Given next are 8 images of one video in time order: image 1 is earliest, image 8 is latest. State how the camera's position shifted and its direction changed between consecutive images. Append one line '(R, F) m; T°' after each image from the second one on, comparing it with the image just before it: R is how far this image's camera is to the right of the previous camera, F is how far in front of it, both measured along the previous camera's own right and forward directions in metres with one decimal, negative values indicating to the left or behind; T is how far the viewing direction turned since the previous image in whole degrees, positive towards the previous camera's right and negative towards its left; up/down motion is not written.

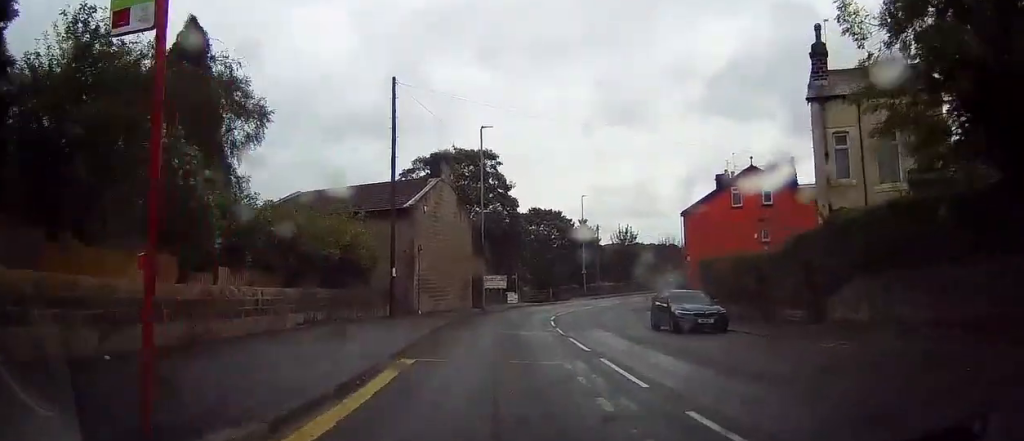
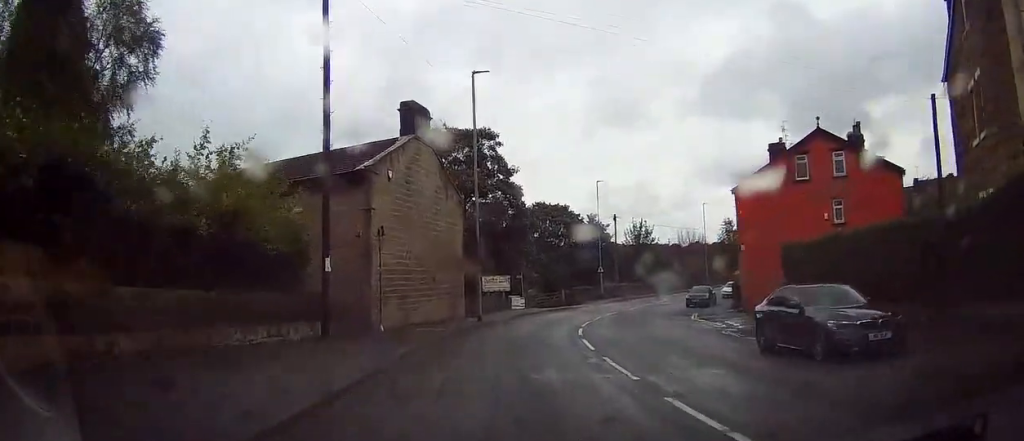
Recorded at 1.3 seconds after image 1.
(-0.1, +10.4) m; +1°
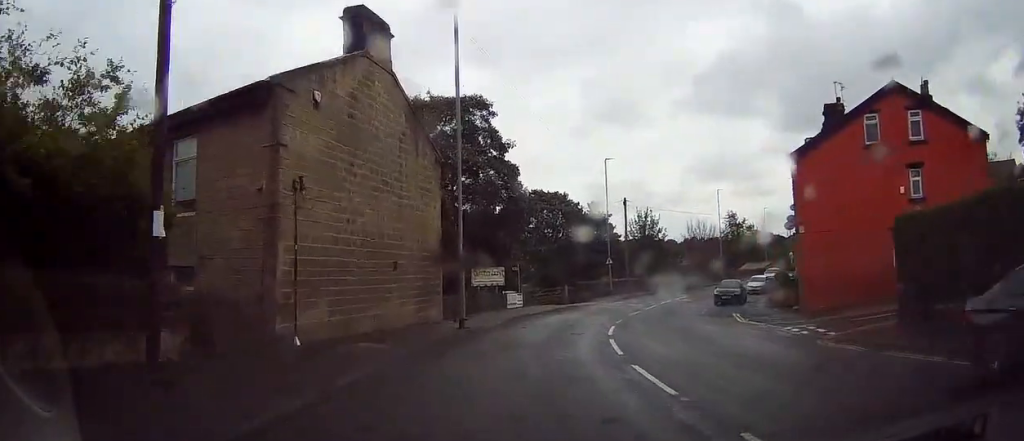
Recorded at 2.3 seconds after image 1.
(+0.2, +8.2) m; +2°
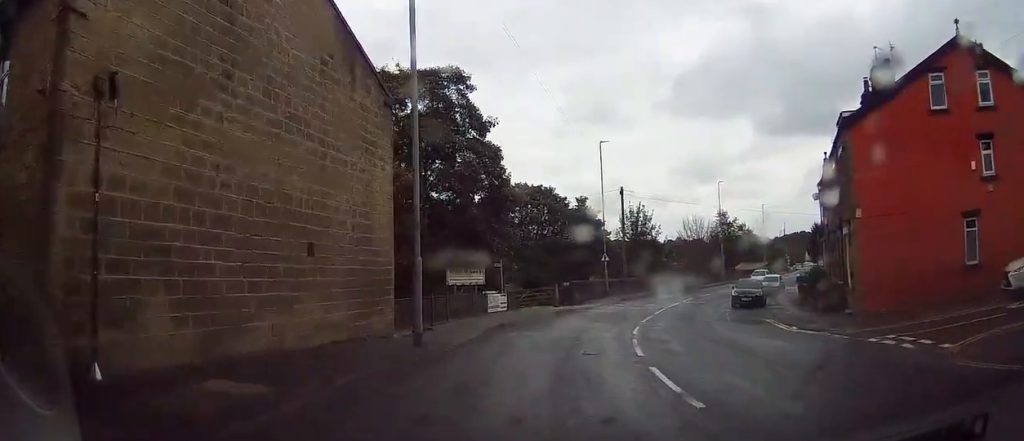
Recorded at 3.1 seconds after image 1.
(0.0, +6.3) m; +1°
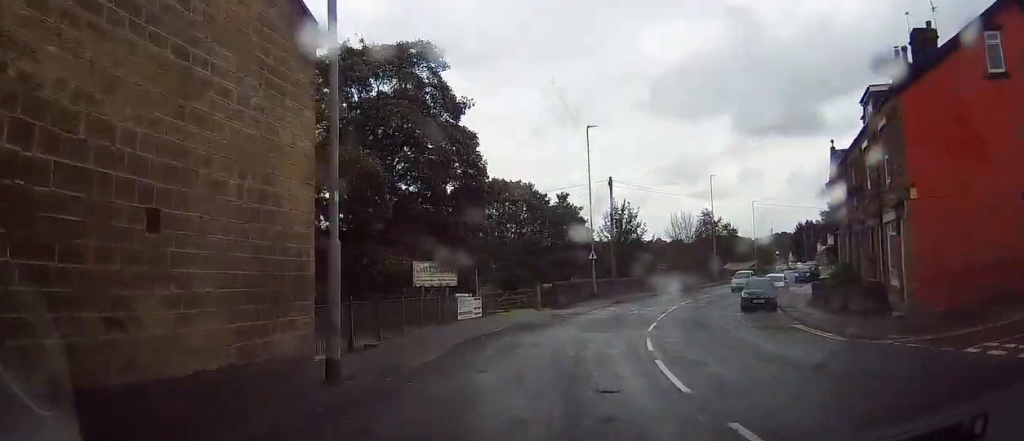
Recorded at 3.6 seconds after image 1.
(-0.1, +4.7) m; +3°
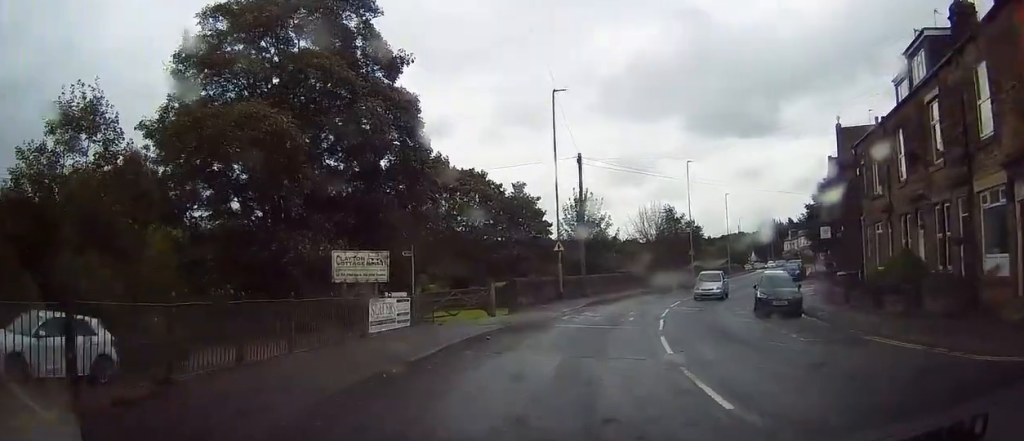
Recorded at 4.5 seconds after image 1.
(+0.5, +7.1) m; +4°
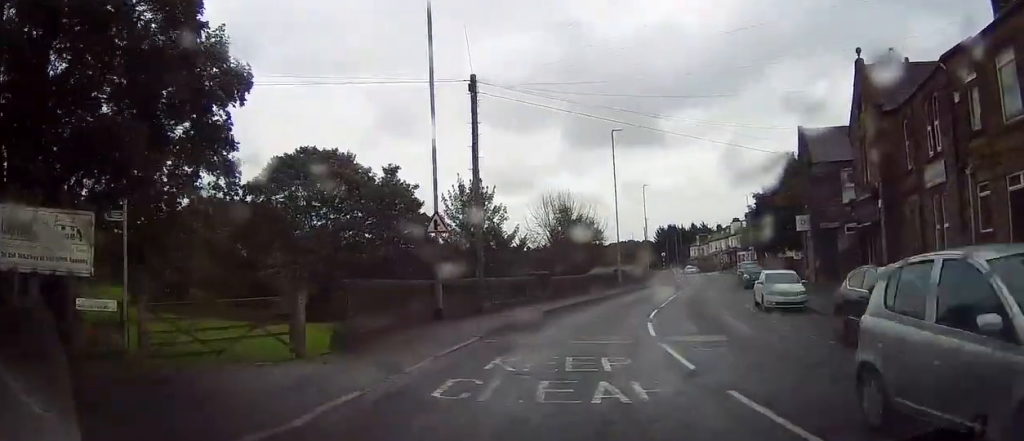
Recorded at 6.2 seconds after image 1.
(+0.5, +14.4) m; +5°
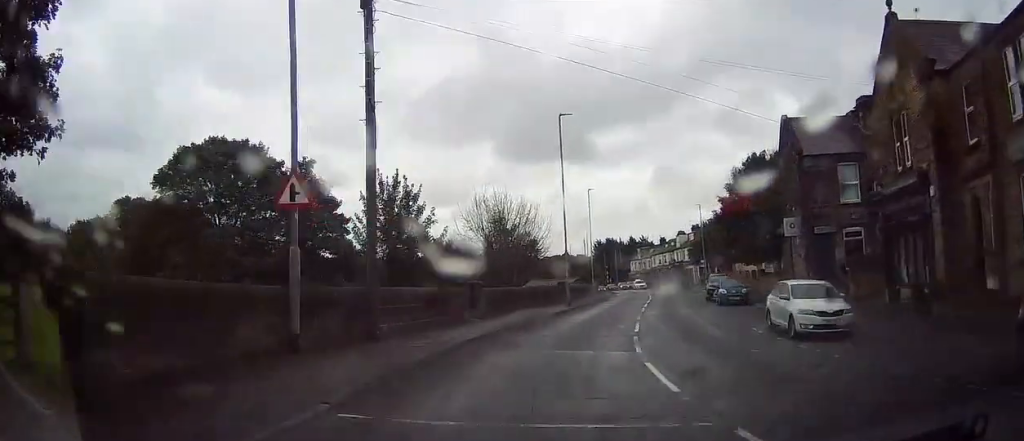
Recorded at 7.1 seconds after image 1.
(+0.4, +7.5) m; +5°
